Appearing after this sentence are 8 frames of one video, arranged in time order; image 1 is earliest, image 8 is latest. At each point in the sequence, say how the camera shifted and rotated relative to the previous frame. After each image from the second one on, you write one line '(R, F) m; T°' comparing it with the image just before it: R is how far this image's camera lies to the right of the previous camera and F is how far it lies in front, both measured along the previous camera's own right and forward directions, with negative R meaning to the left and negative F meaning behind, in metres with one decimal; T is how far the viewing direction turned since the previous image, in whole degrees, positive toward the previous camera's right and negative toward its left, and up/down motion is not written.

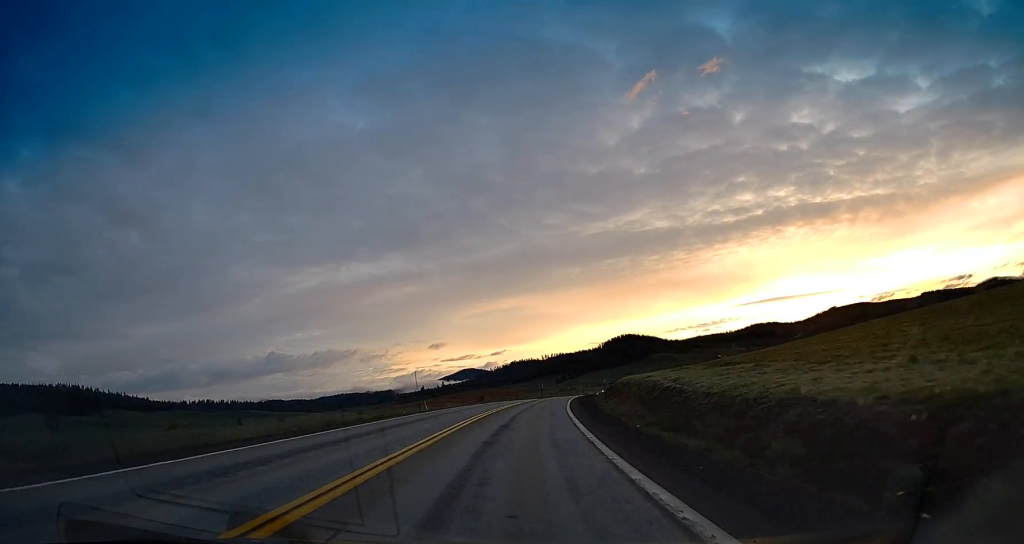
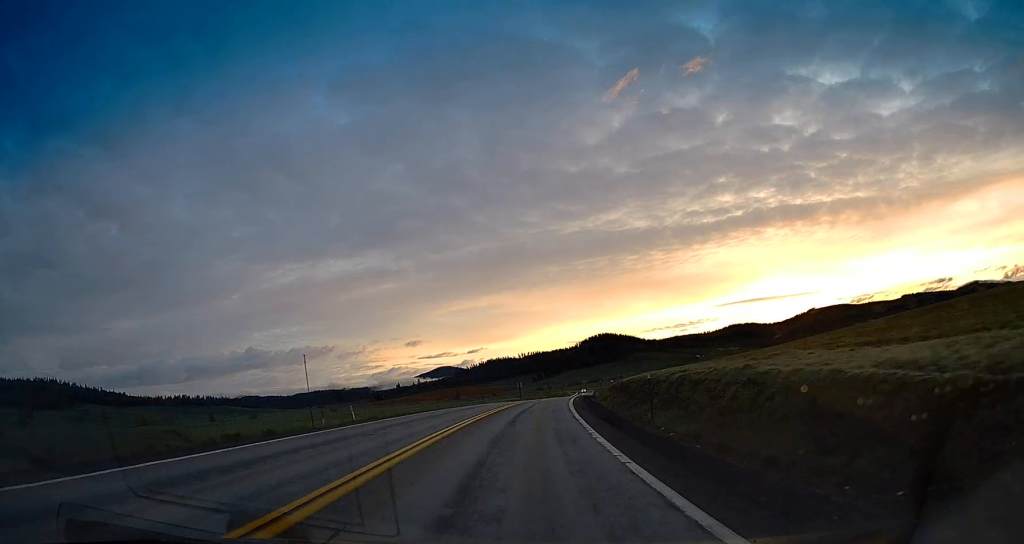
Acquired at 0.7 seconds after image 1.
(-0.4, +18.4) m; +2°
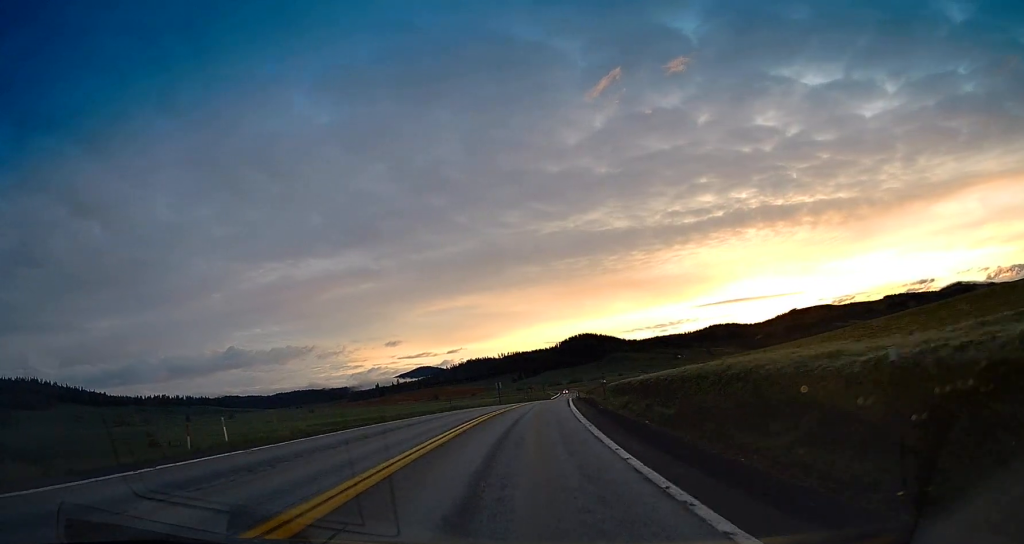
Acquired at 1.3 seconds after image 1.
(+0.8, +15.0) m; +2°
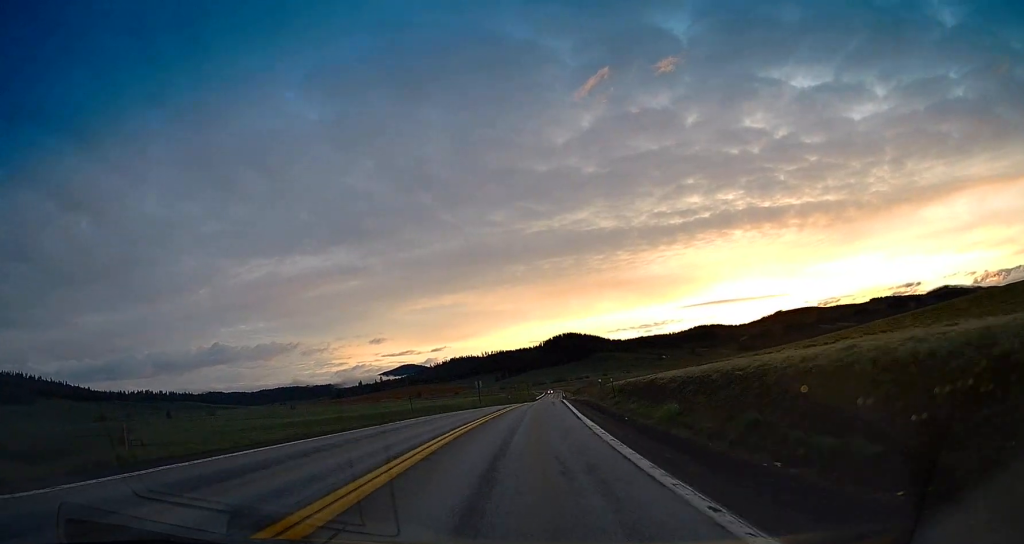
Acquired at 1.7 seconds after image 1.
(+0.3, +12.4) m; +1°
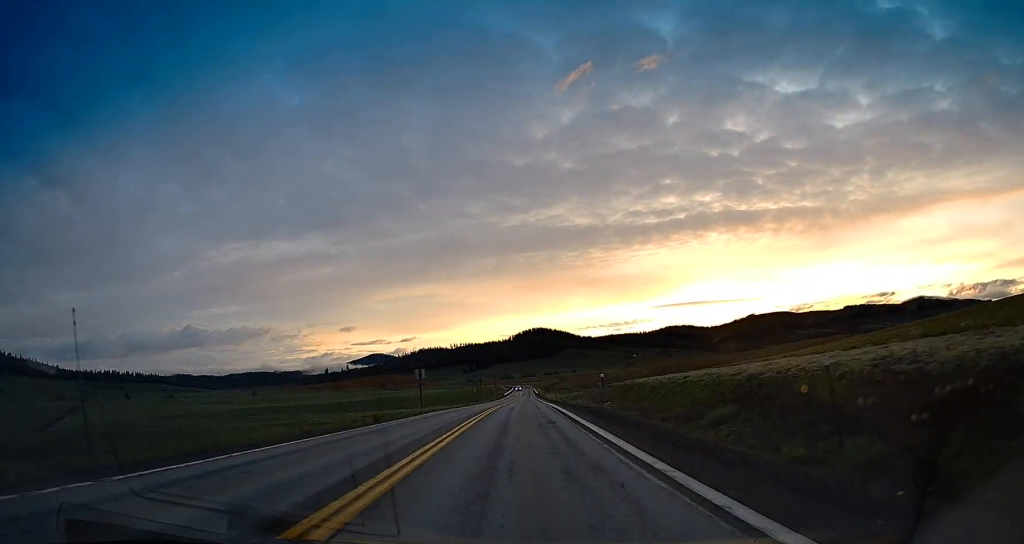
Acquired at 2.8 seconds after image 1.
(0.0, +29.4) m; +1°
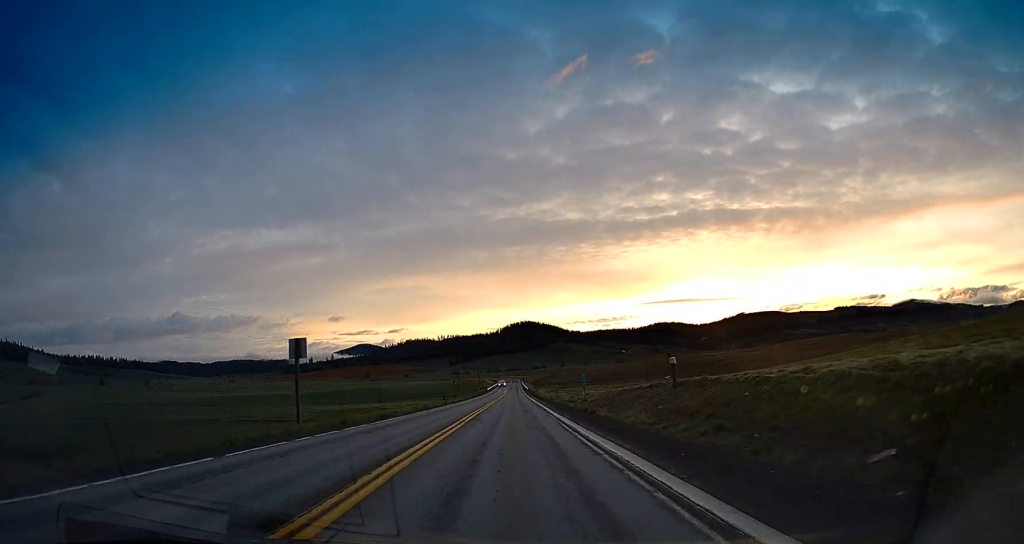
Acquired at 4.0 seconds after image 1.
(+0.7, +30.3) m; +4°
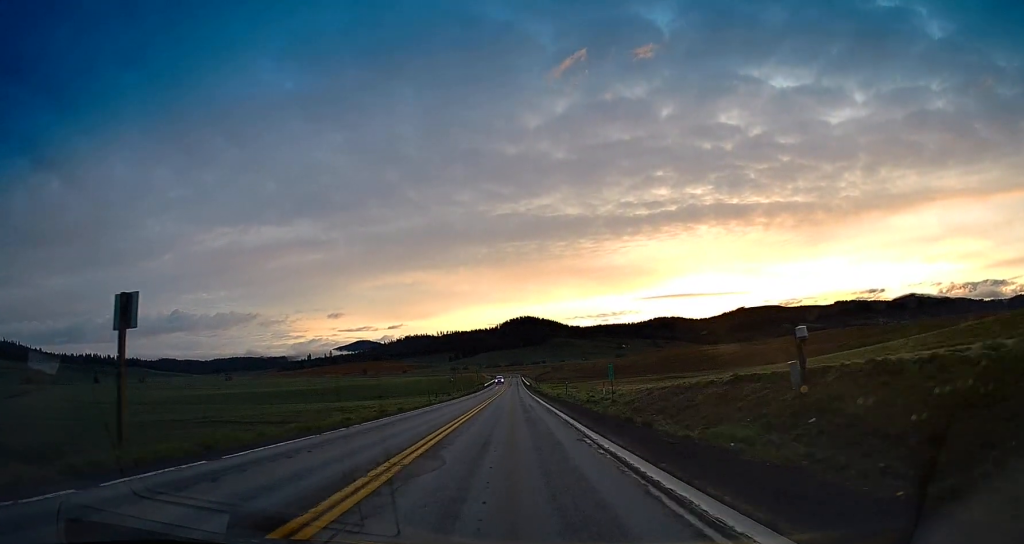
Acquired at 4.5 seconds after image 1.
(+0.6, +13.4) m; +1°
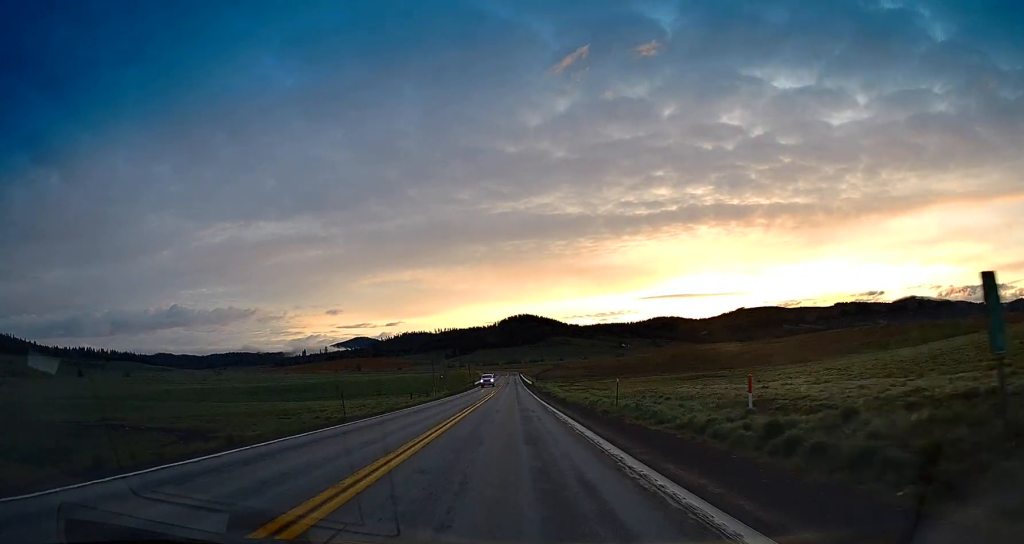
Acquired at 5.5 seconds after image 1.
(+0.1, +29.0) m; +1°
